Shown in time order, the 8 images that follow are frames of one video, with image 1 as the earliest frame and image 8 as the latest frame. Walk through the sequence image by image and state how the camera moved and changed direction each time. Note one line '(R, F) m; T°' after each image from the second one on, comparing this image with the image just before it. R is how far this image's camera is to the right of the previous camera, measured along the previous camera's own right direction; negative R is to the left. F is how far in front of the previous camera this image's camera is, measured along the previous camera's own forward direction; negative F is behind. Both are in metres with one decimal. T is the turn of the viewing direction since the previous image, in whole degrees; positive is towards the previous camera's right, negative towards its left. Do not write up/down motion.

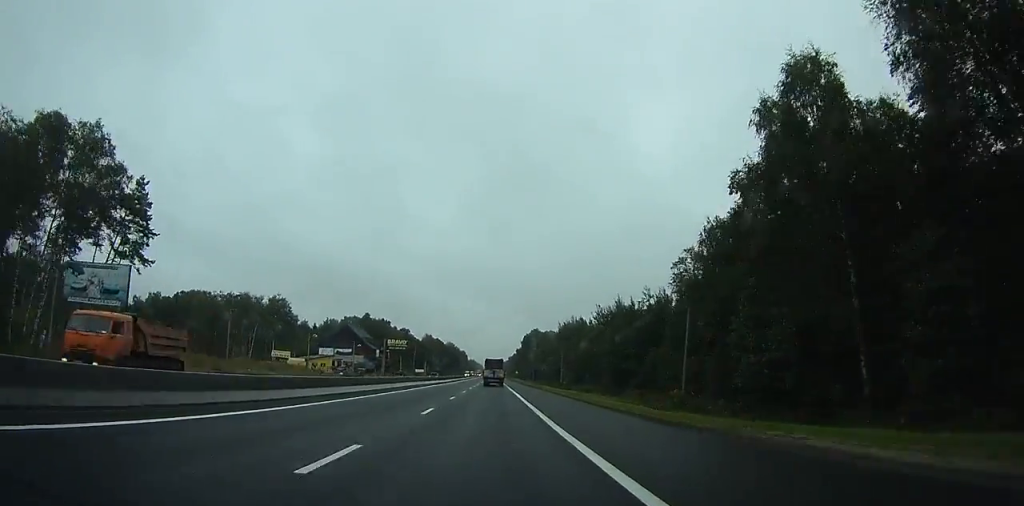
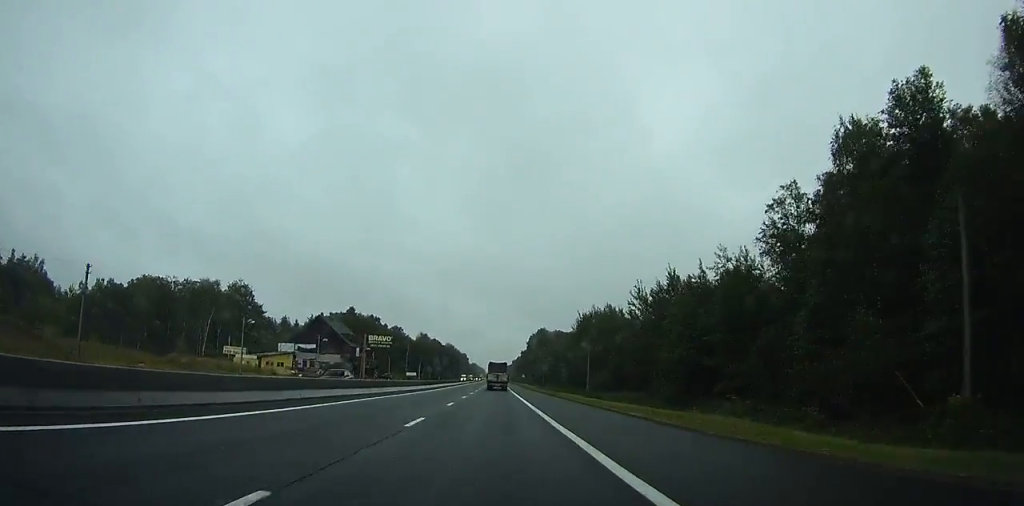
(+0.1, +28.2) m; 0°
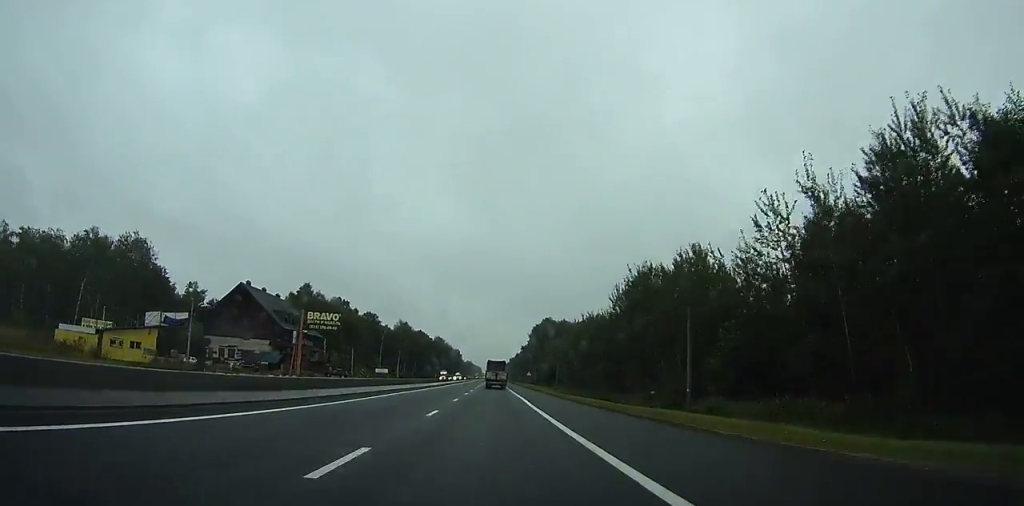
(-0.1, +43.4) m; 0°
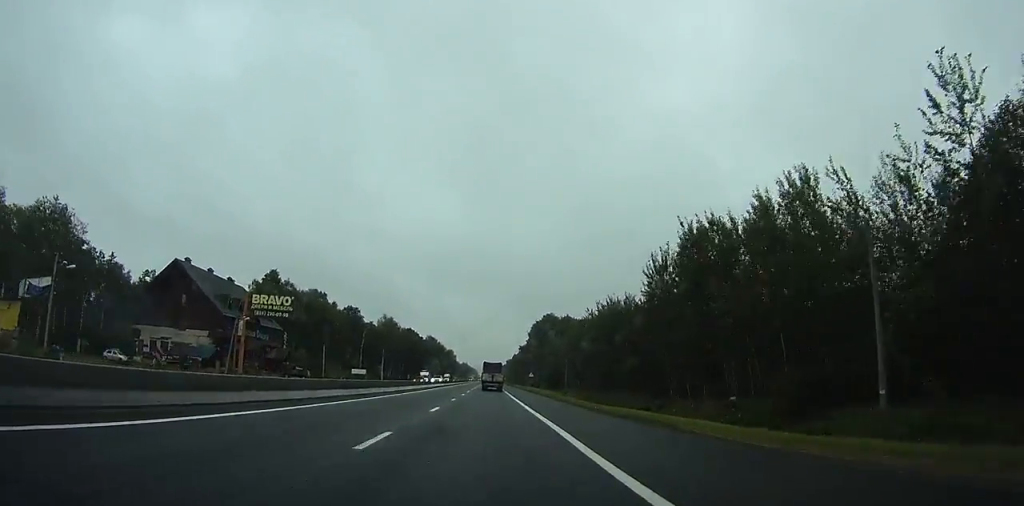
(0.0, +20.5) m; 0°
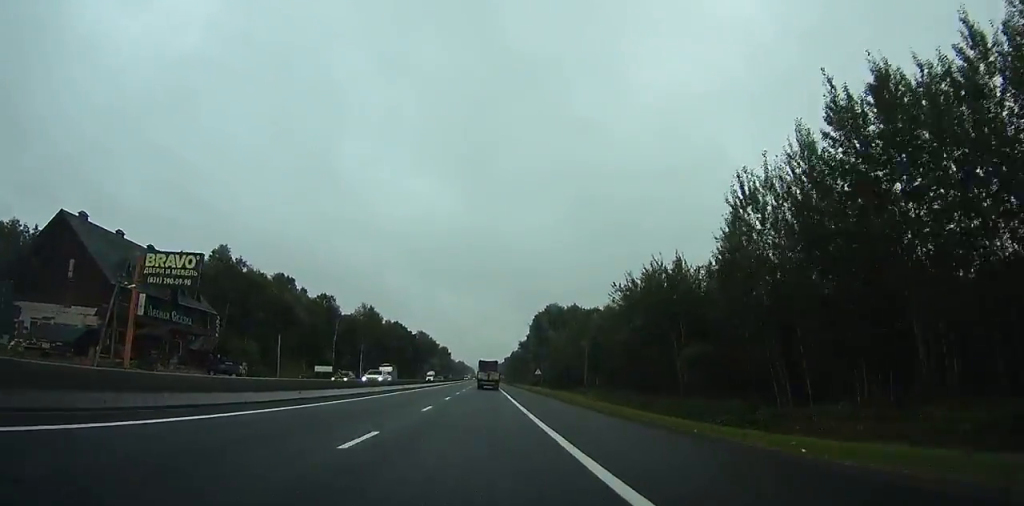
(0.0, +23.3) m; 0°
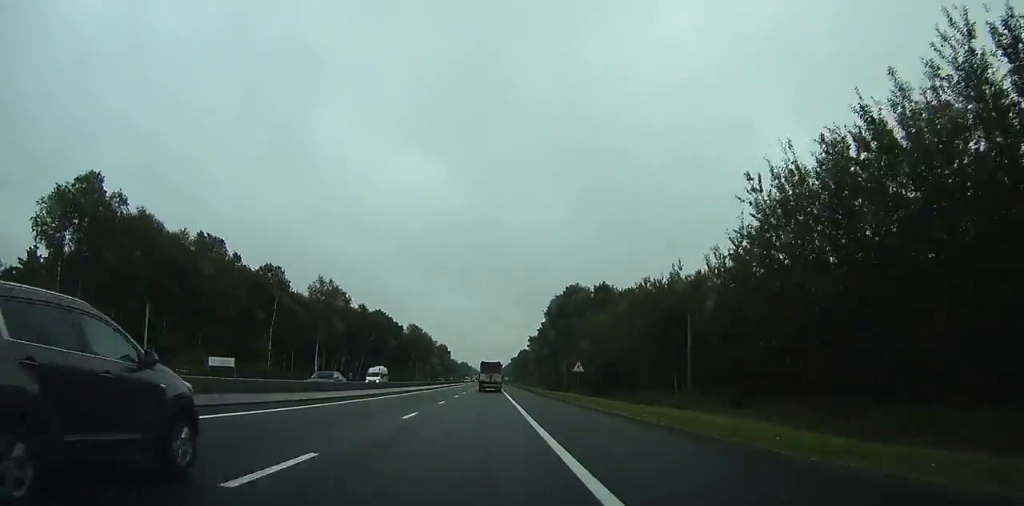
(+0.1, +38.6) m; 0°
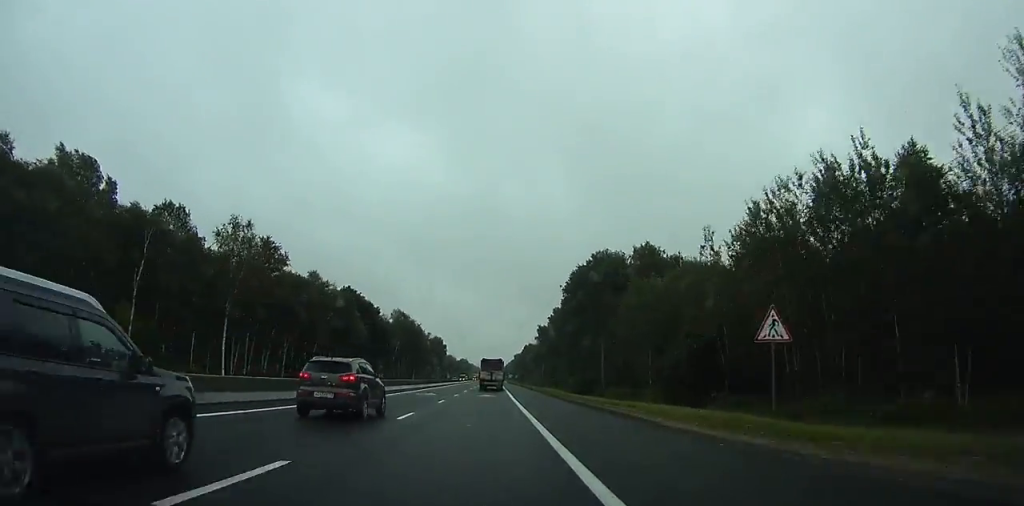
(-0.2, +35.6) m; 0°
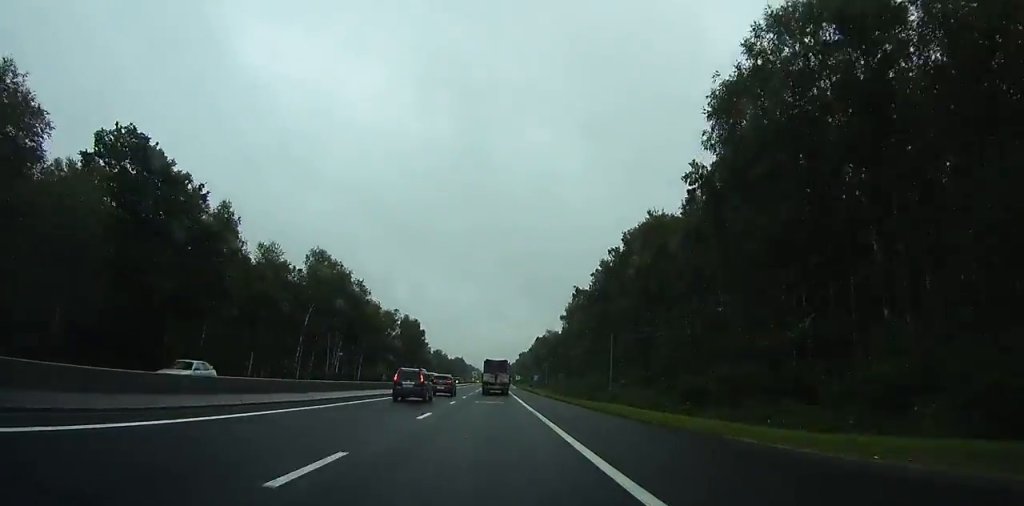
(-0.2, +76.3) m; 0°
